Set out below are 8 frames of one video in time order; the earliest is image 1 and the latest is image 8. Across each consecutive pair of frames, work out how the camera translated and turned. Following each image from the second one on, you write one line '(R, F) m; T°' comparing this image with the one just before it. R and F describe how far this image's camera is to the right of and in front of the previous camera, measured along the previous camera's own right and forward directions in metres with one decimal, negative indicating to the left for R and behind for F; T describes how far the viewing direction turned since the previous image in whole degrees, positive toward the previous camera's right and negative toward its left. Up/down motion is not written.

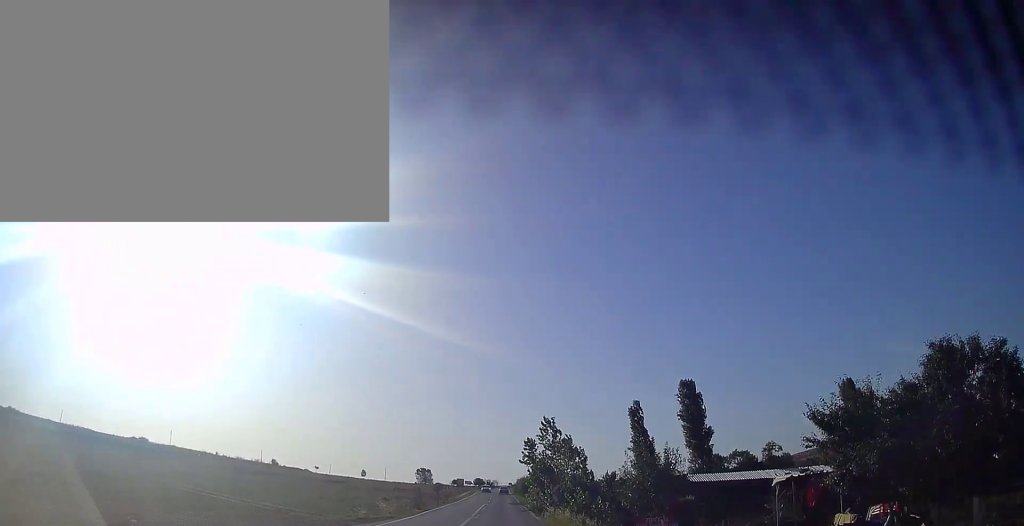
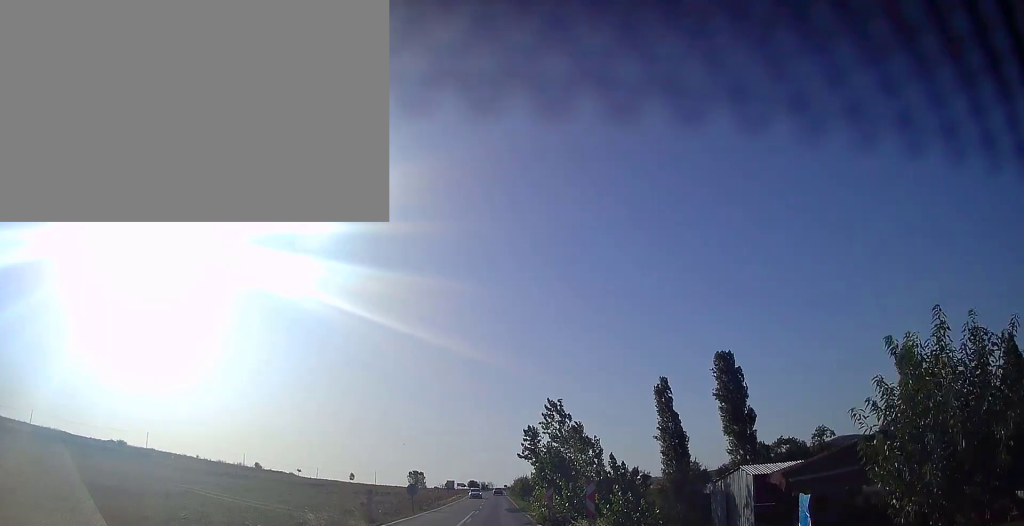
(0.0, +13.8) m; 0°
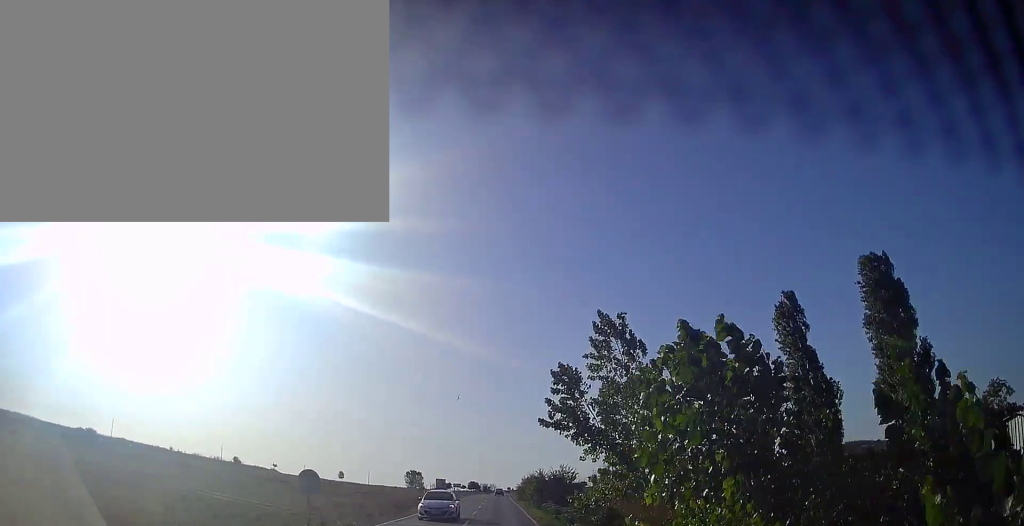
(-0.1, +24.2) m; 0°
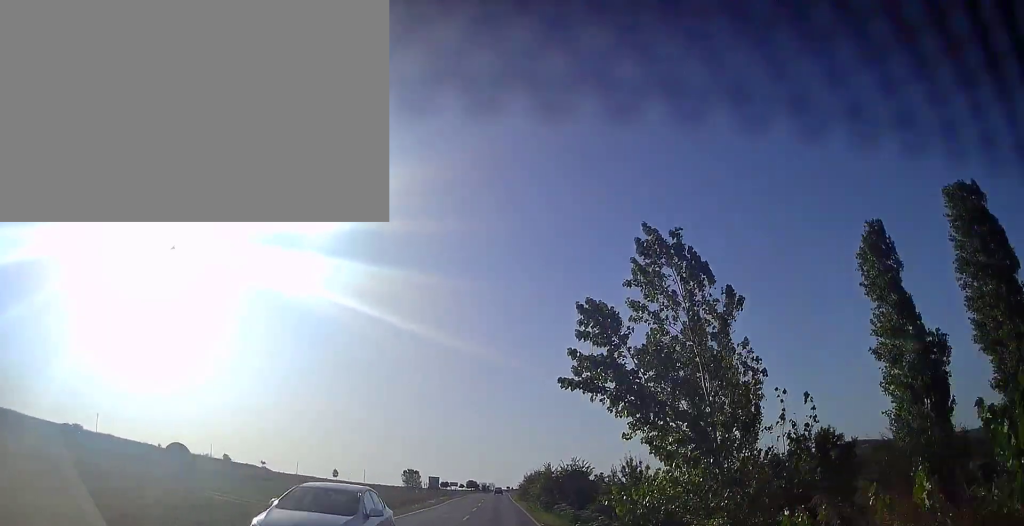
(0.0, +9.2) m; 0°
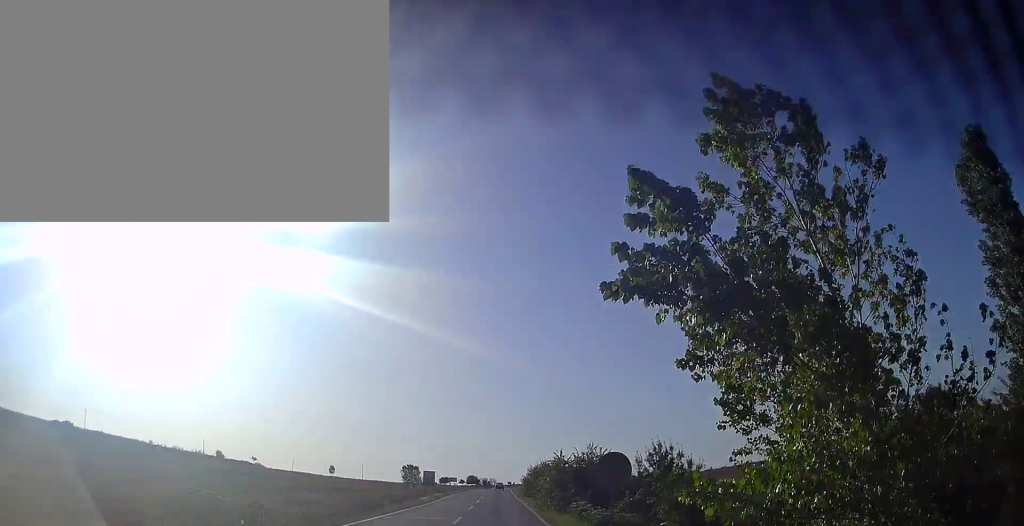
(+0.1, +7.0) m; 0°
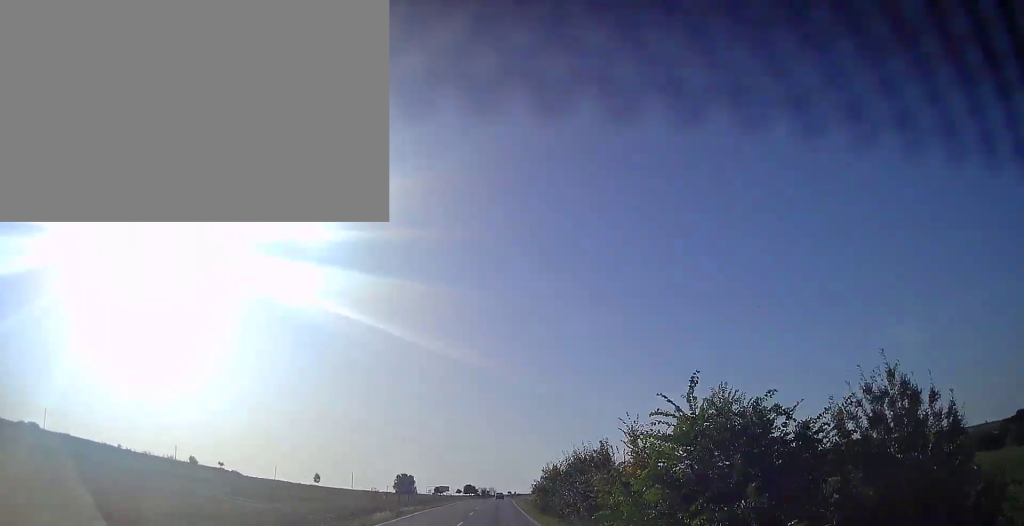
(-0.1, +19.5) m; 0°
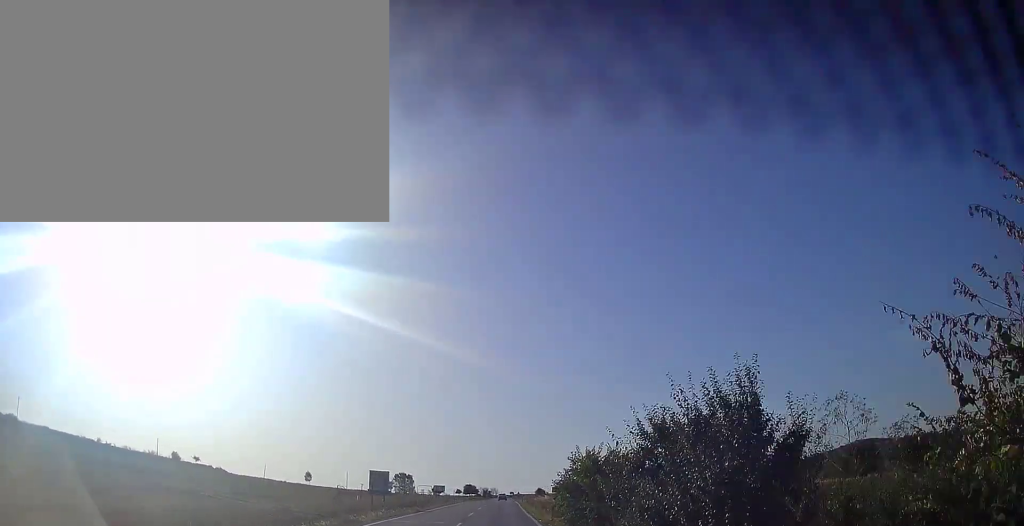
(0.0, +13.2) m; 0°
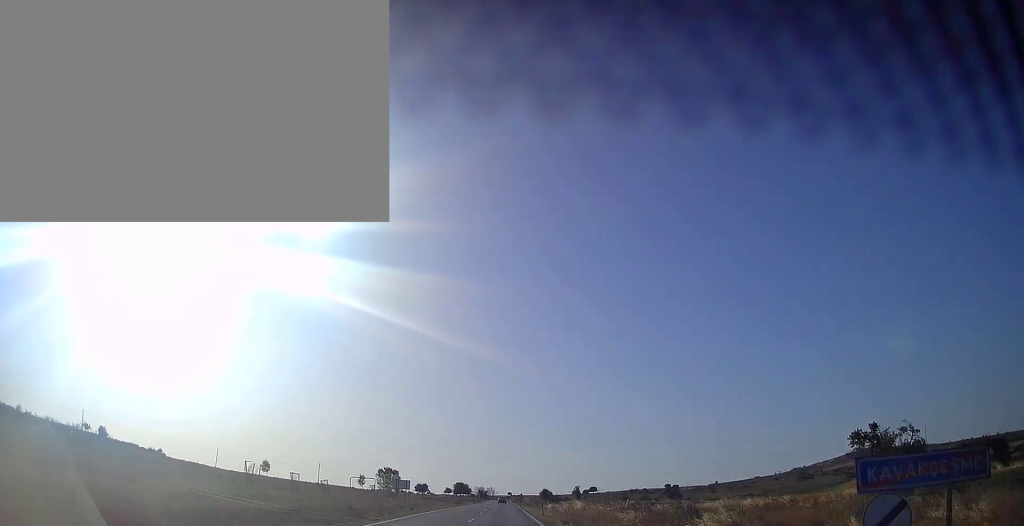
(0.0, +39.3) m; 0°
